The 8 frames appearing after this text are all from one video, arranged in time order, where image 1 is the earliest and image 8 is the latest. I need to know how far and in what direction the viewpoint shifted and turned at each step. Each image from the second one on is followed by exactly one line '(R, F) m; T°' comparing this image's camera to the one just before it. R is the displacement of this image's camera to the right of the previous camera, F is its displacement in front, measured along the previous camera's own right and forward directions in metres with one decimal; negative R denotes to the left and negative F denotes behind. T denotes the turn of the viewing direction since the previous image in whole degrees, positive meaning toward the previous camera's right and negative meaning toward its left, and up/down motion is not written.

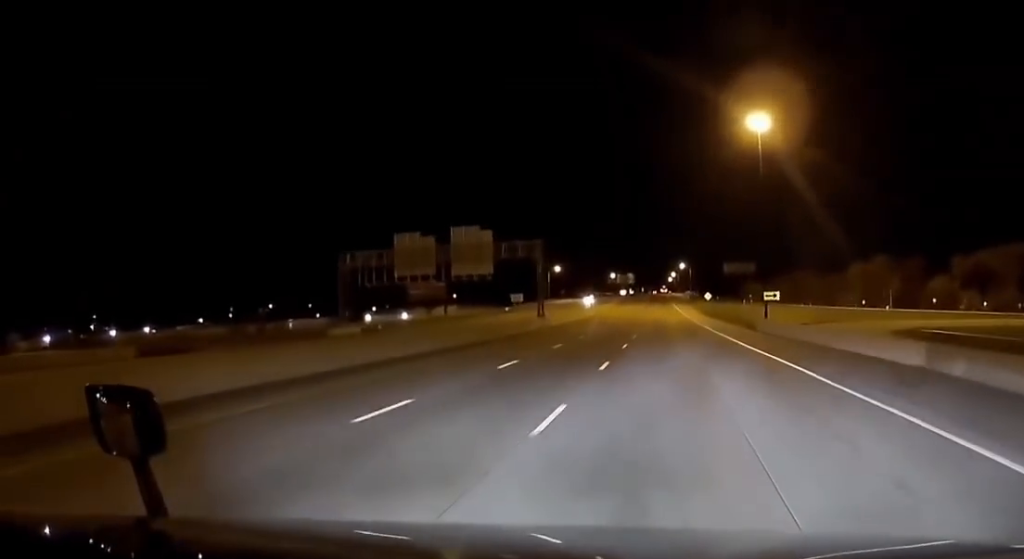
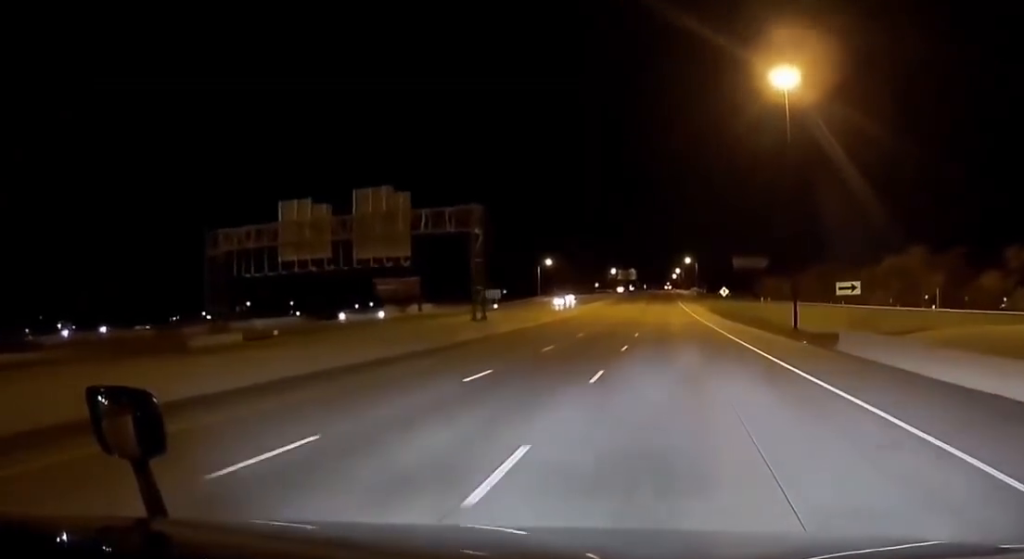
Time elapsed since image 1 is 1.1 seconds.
(-0.3, +28.9) m; -1°
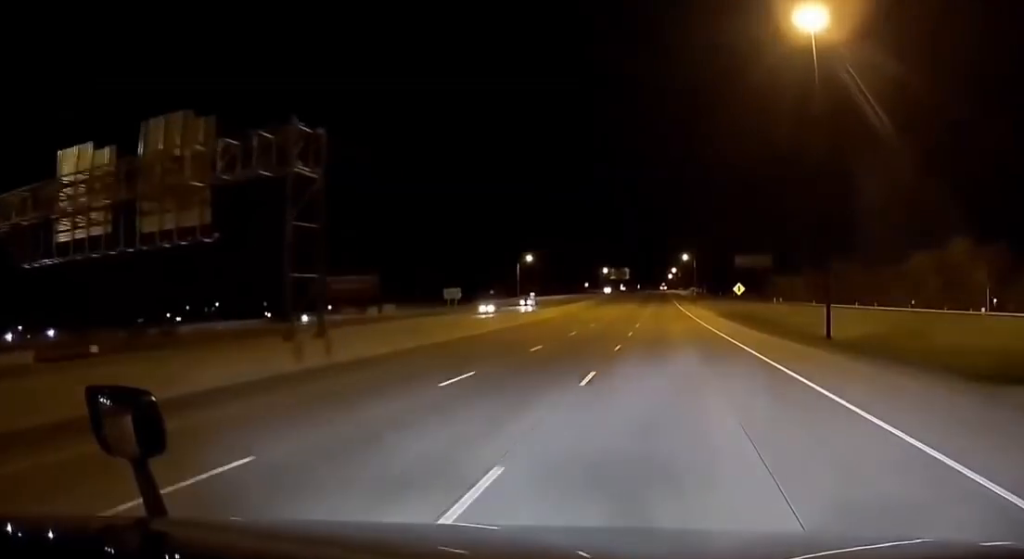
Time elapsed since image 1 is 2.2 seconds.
(-0.2, +26.3) m; +1°
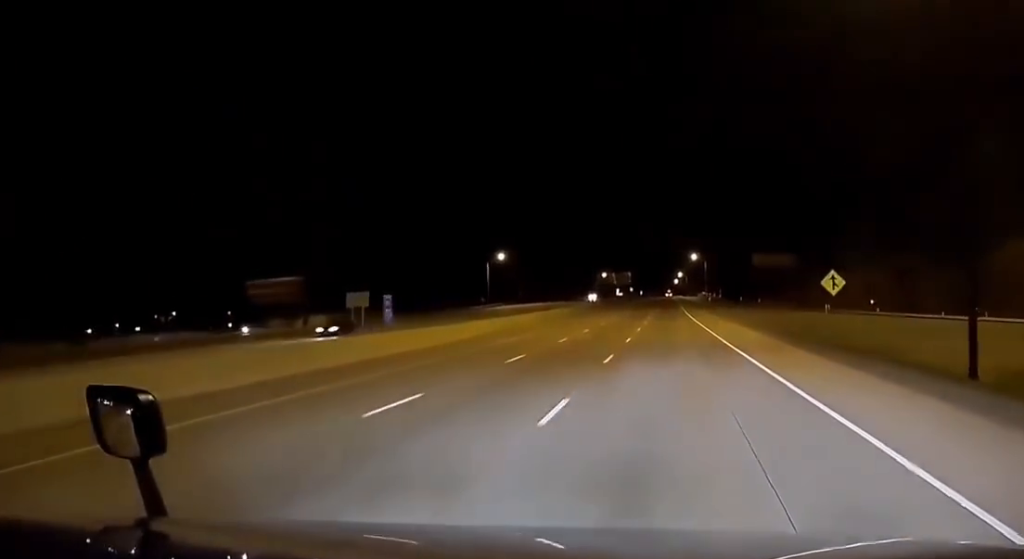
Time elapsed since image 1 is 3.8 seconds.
(+0.6, +41.5) m; +1°
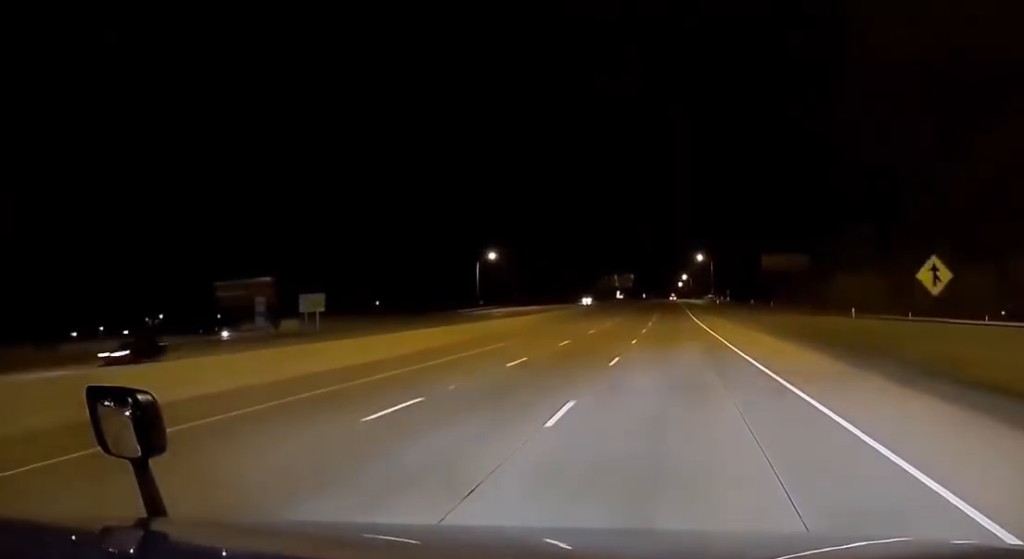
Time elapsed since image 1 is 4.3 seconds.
(0.0, +12.7) m; -1°
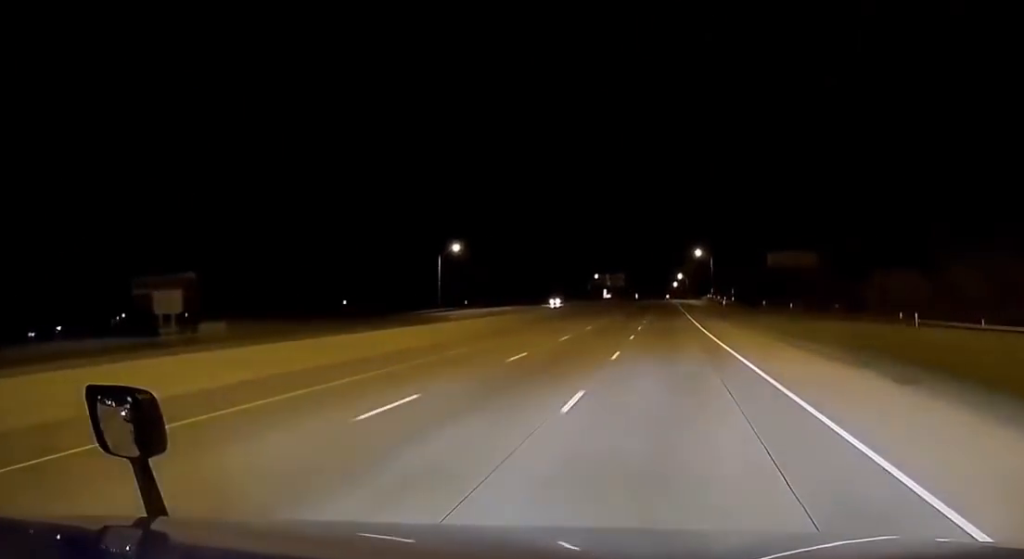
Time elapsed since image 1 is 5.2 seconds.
(-0.3, +23.7) m; -1°
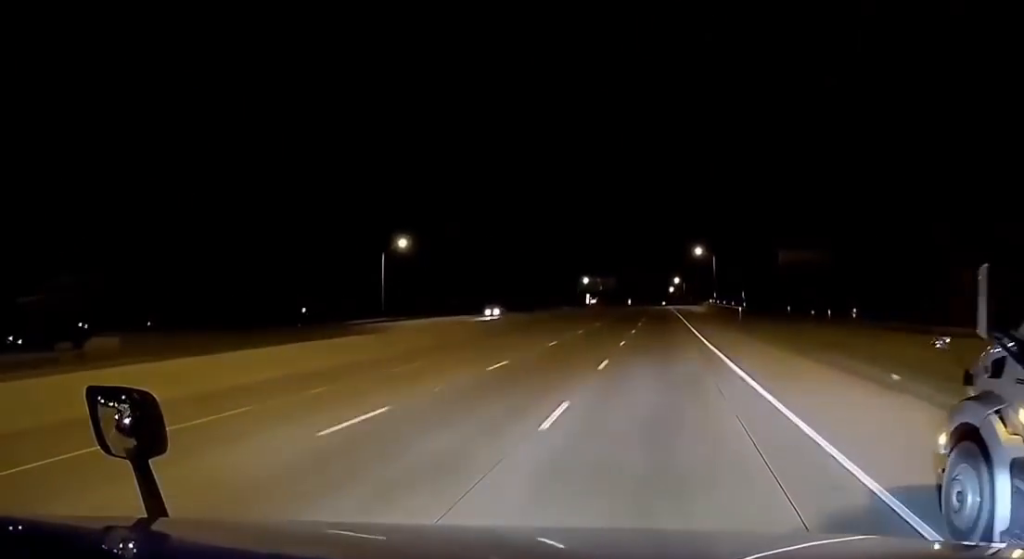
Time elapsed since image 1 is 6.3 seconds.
(0.0, +26.1) m; +1°
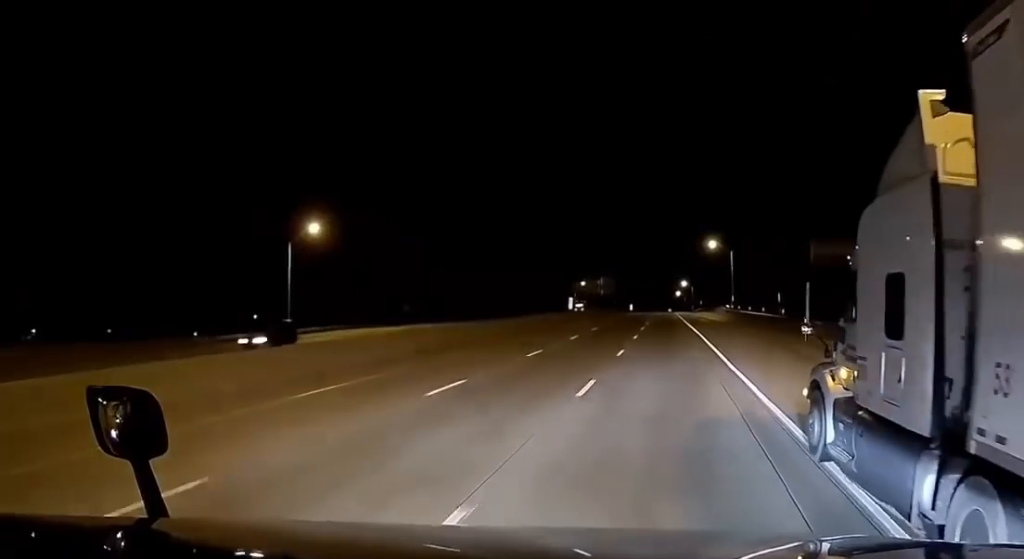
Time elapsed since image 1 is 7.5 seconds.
(+0.4, +30.8) m; 0°
